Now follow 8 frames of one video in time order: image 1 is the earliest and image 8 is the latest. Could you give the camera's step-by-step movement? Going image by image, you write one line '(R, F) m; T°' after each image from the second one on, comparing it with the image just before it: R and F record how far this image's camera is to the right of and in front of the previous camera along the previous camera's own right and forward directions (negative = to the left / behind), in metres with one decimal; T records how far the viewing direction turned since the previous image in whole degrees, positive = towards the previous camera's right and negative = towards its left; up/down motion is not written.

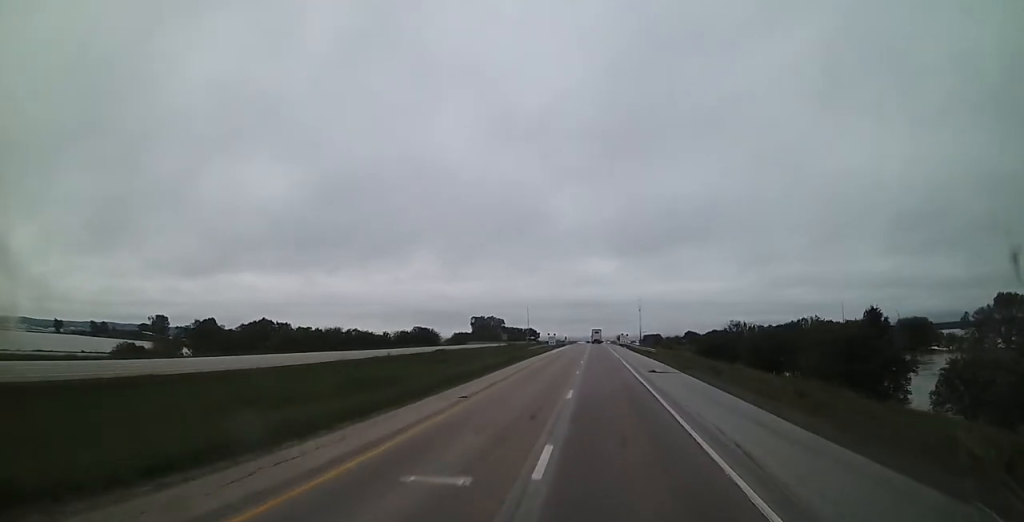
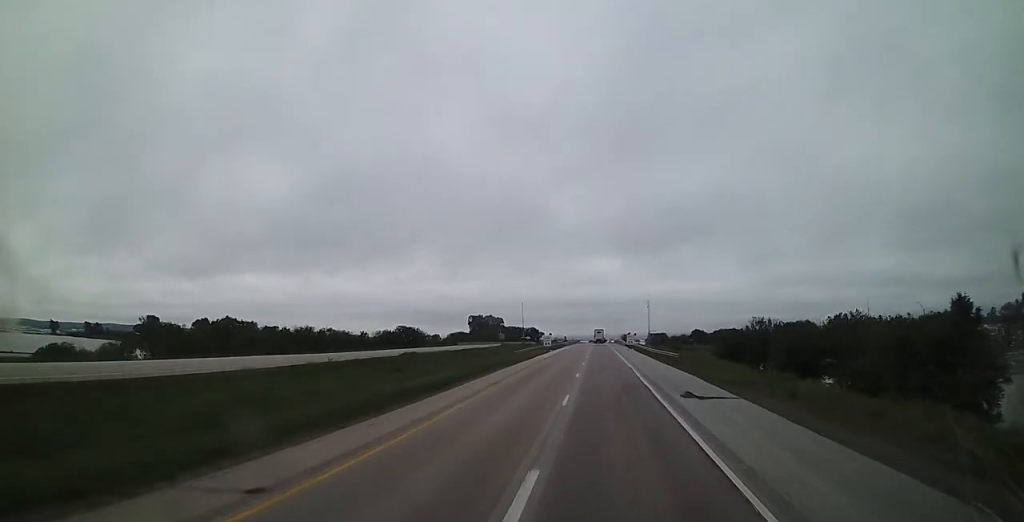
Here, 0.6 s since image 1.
(+0.3, +14.6) m; 0°
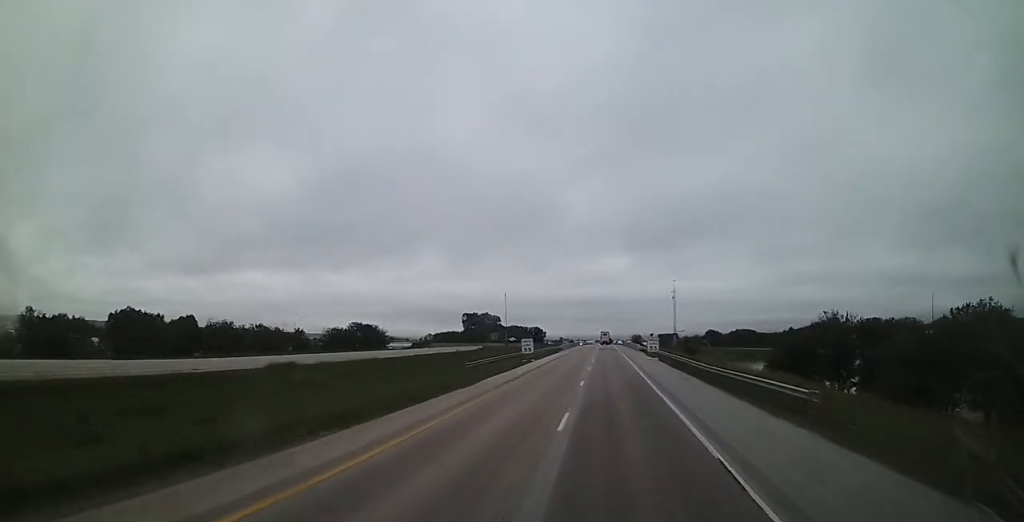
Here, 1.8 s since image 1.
(-0.2, +29.1) m; 0°
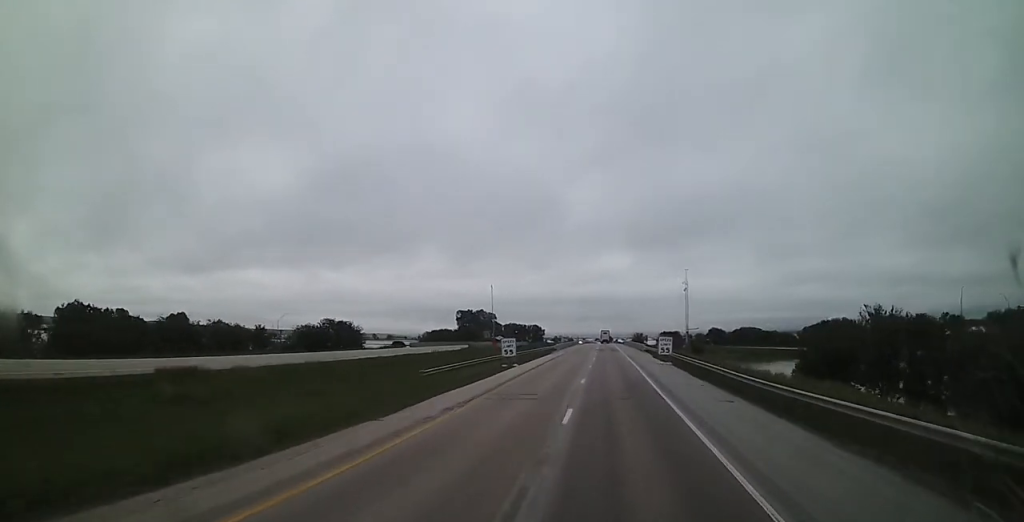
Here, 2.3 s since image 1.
(+0.1, +11.3) m; 0°
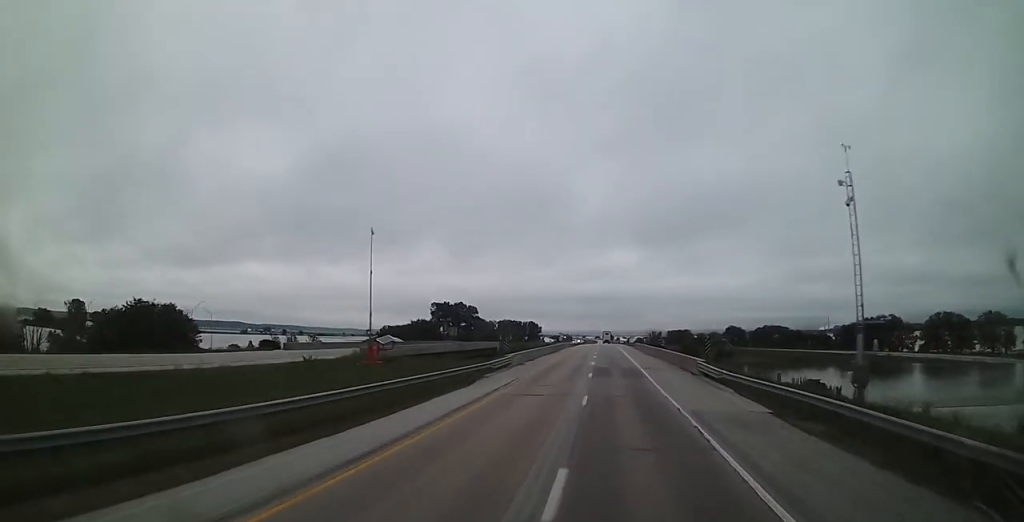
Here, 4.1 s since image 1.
(-0.3, +44.5) m; -1°
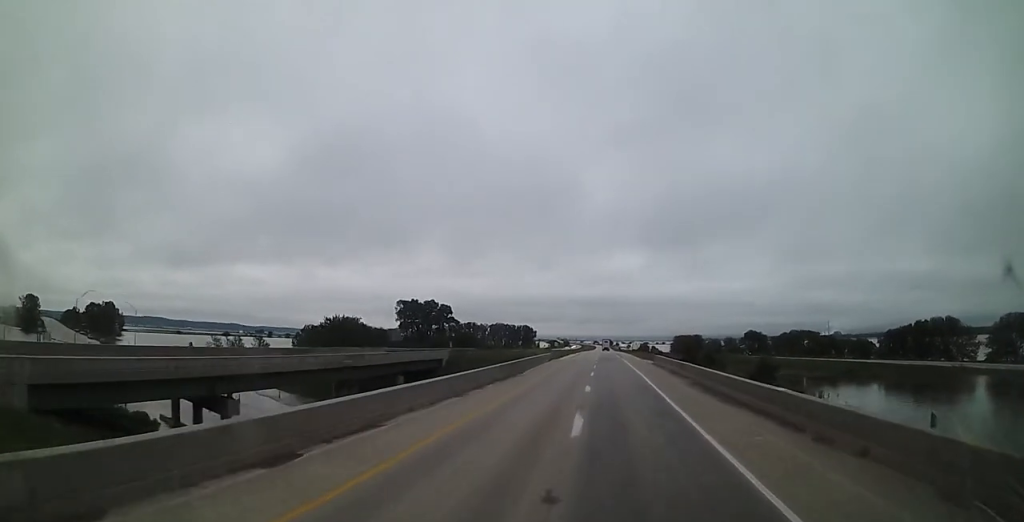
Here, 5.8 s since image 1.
(-0.5, +40.7) m; 0°
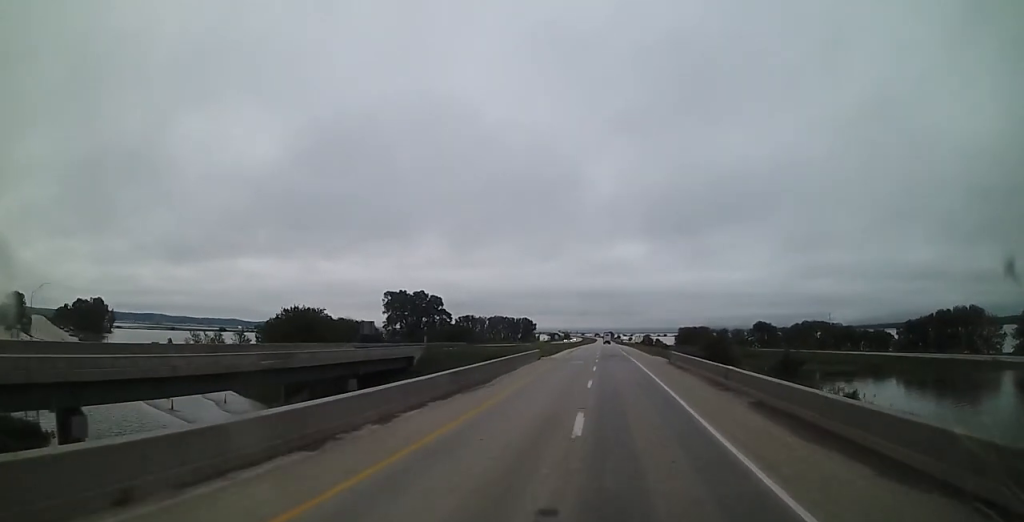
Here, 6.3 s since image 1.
(+0.3, +13.0) m; 0°
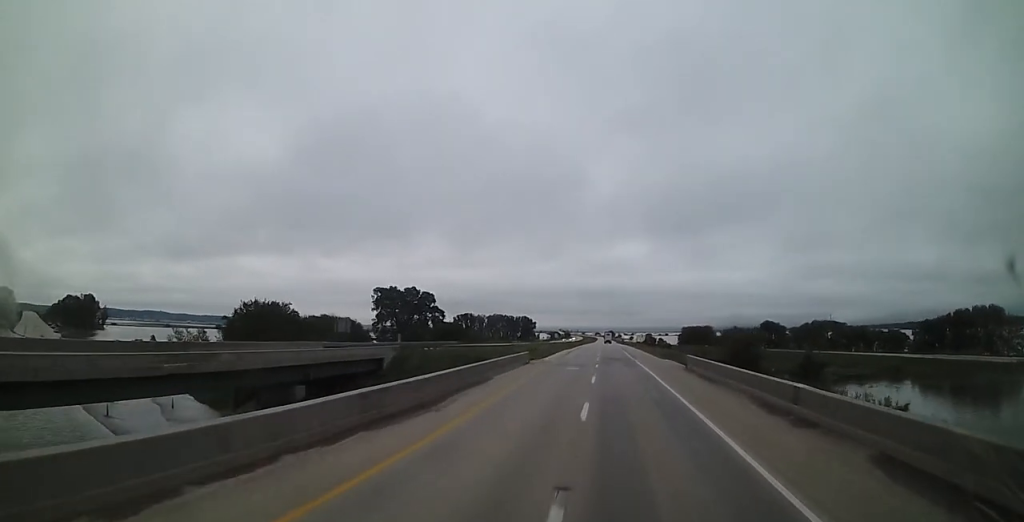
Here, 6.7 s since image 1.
(+0.2, +9.8) m; 0°
